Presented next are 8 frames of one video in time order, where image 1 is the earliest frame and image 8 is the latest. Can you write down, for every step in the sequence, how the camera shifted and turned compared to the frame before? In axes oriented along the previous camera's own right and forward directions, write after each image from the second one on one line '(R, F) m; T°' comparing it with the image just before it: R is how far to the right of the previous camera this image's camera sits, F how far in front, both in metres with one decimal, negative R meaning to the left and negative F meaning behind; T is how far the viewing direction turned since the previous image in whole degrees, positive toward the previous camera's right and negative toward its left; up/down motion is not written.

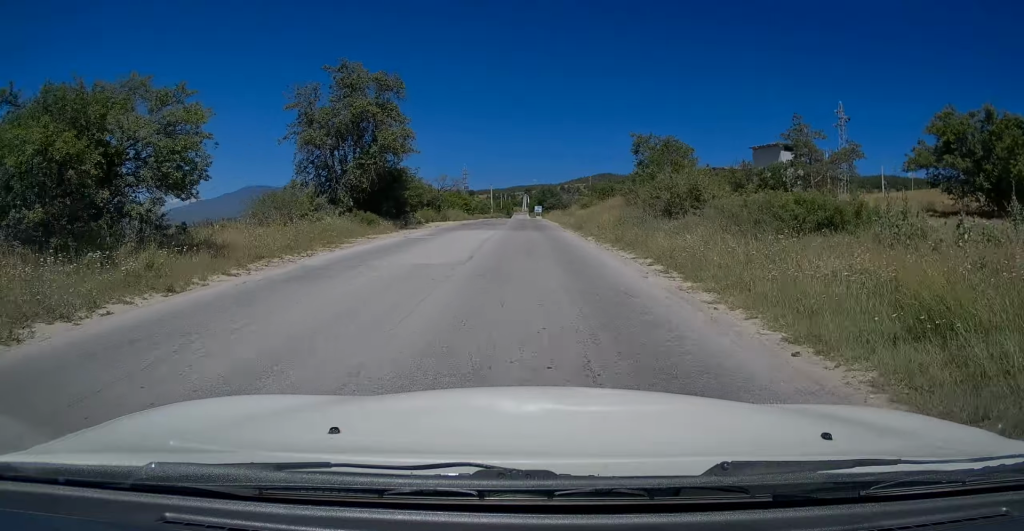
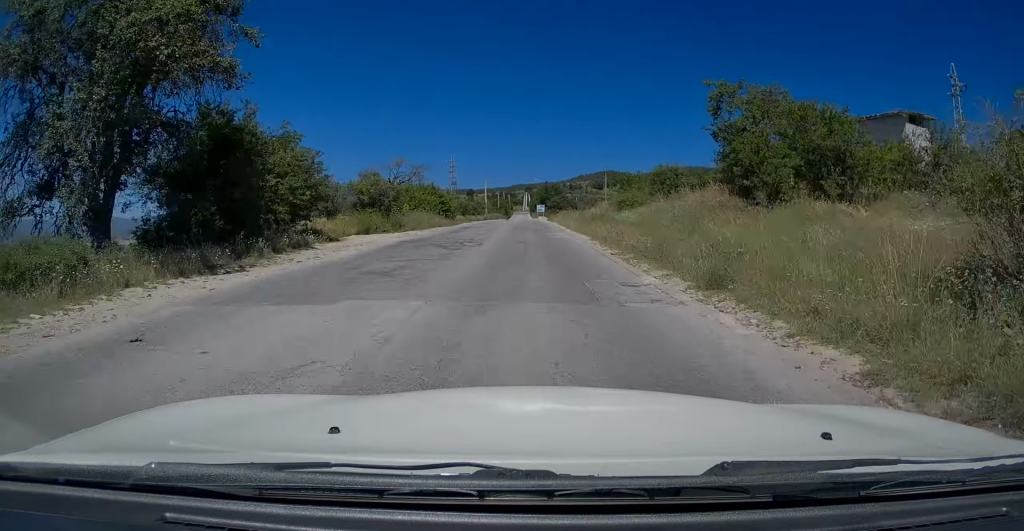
(-0.3, +22.0) m; 0°
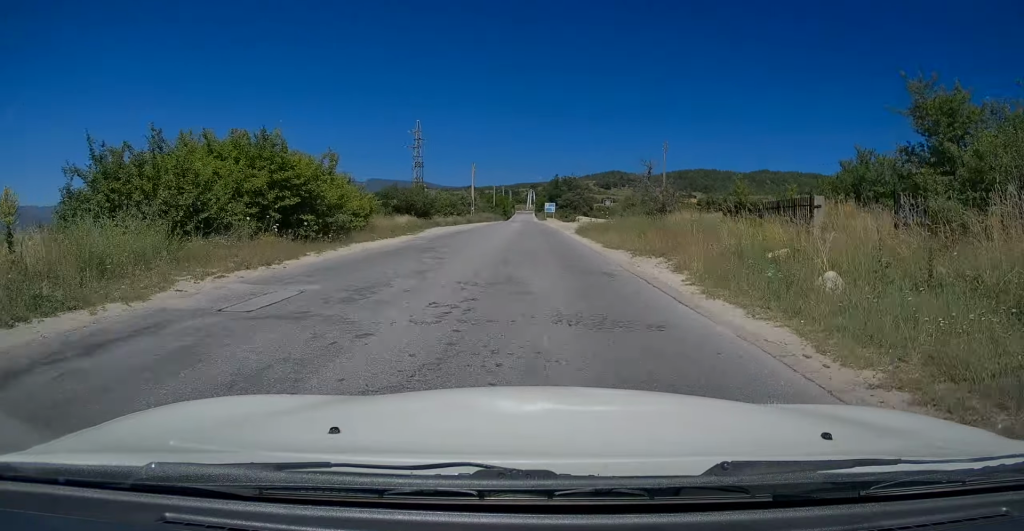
(+0.2, +37.3) m; 0°
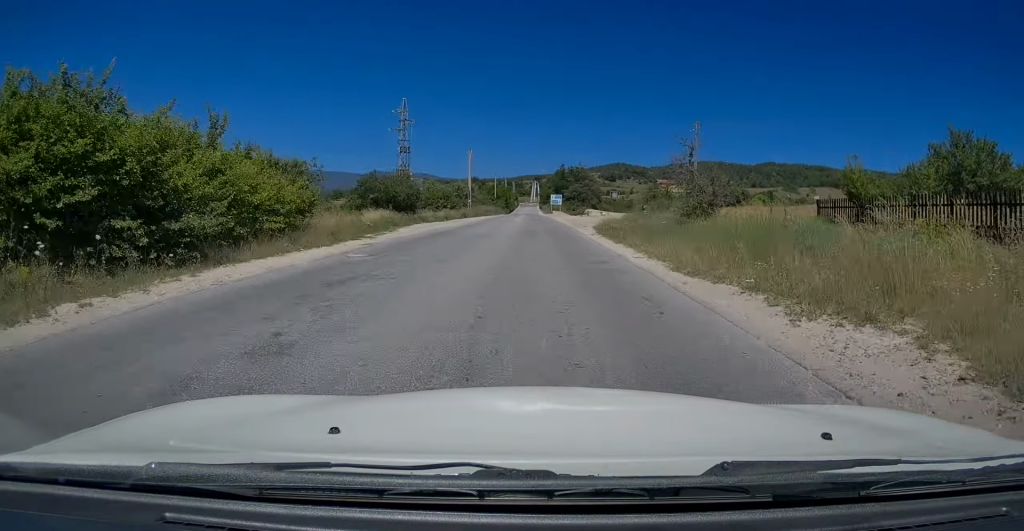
(0.0, +9.5) m; 0°
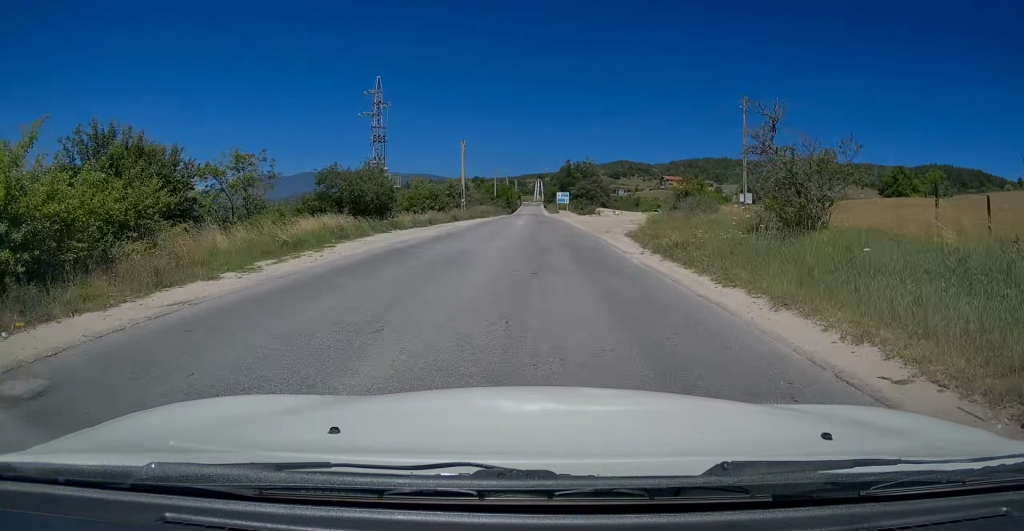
(0.0, +10.7) m; 0°
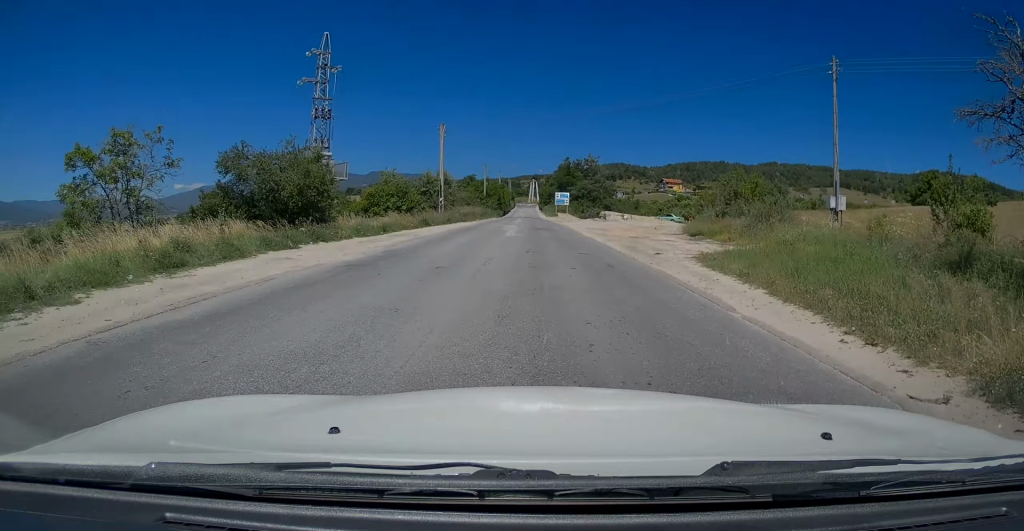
(0.0, +12.5) m; 0°
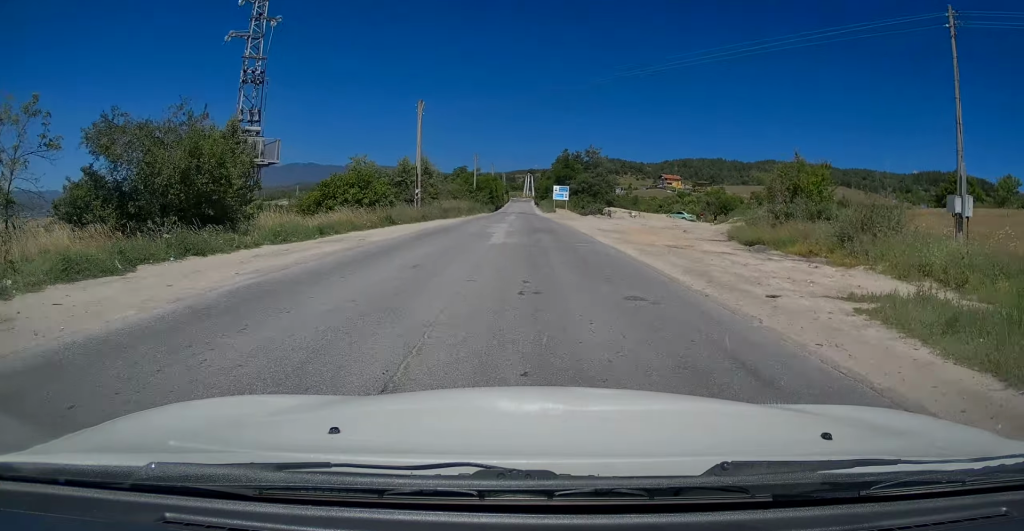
(0.0, +8.9) m; 0°
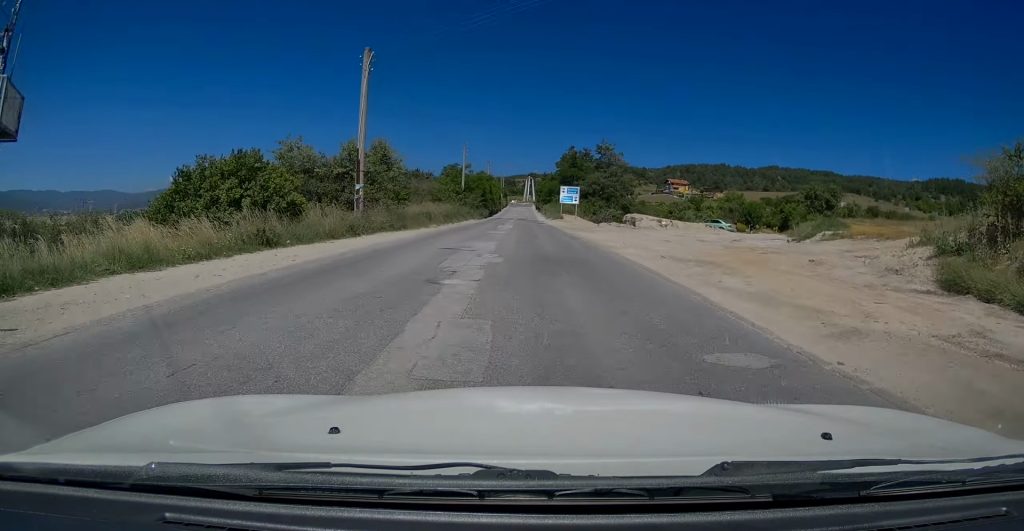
(+0.1, +14.8) m; 0°
